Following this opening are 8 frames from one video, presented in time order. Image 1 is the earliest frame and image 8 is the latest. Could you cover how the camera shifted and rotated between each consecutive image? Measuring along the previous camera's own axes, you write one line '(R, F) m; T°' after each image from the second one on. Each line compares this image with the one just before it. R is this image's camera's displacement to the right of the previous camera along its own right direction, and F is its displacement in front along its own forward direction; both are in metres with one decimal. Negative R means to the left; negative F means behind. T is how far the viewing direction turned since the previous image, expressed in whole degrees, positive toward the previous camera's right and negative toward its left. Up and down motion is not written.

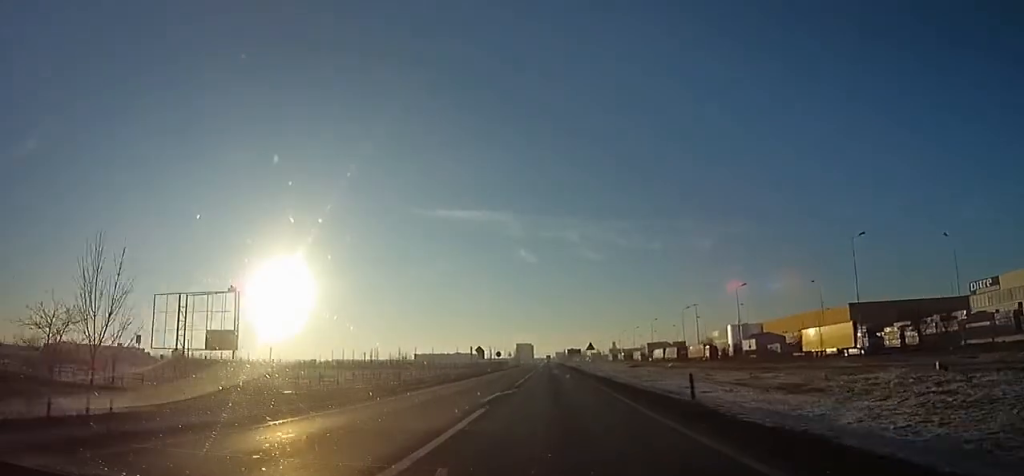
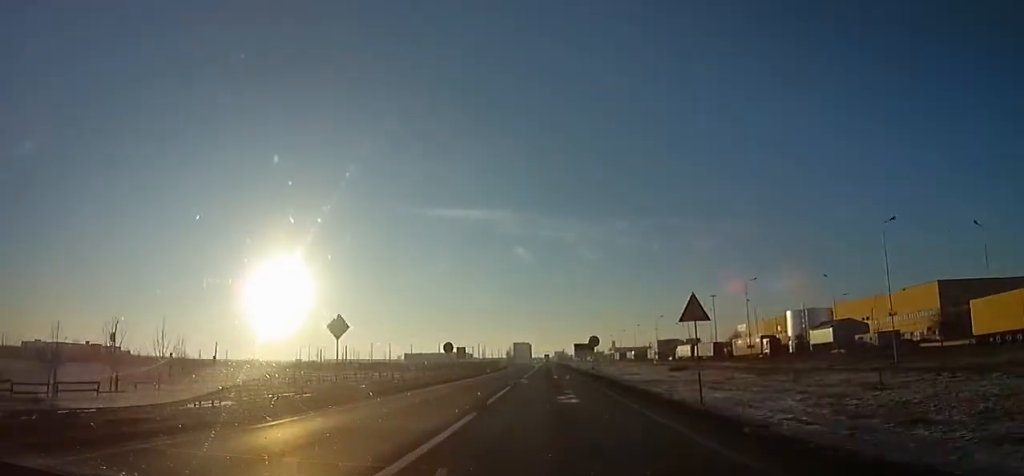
(+0.4, +34.7) m; +1°
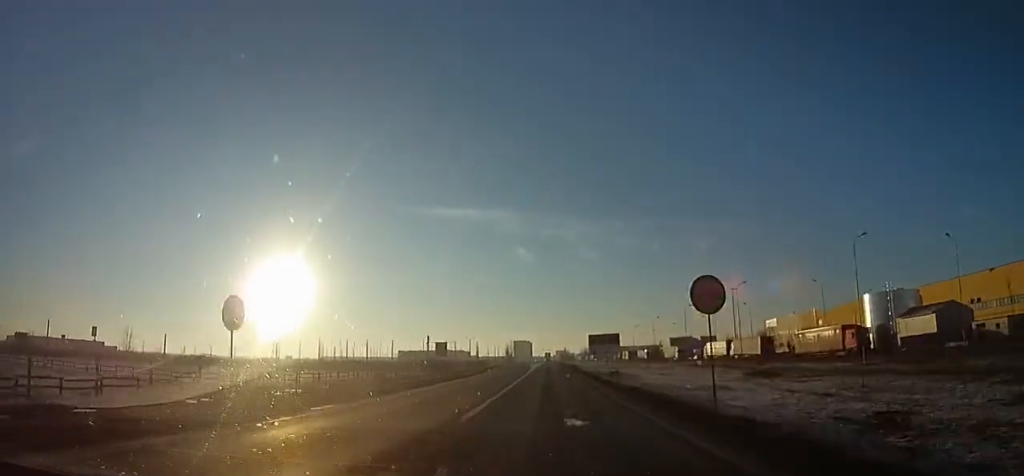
(-0.1, +17.4) m; 0°
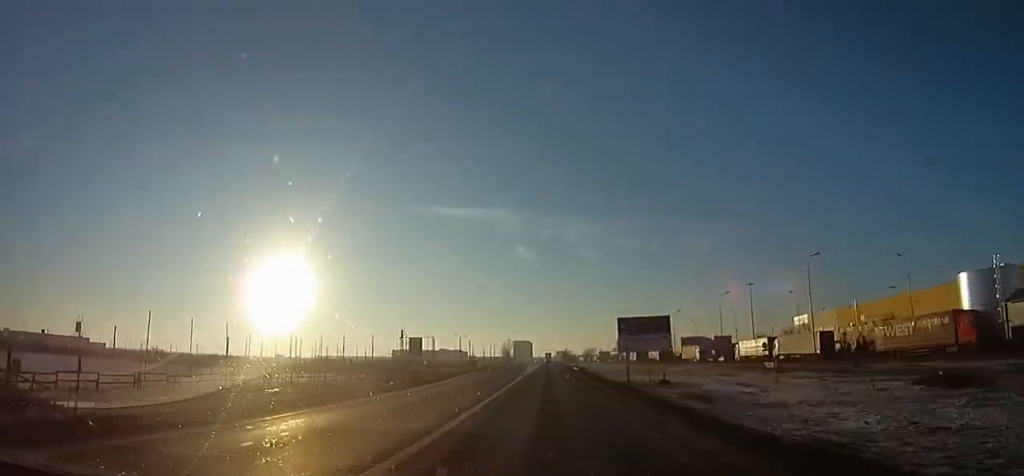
(+0.1, +14.6) m; 0°
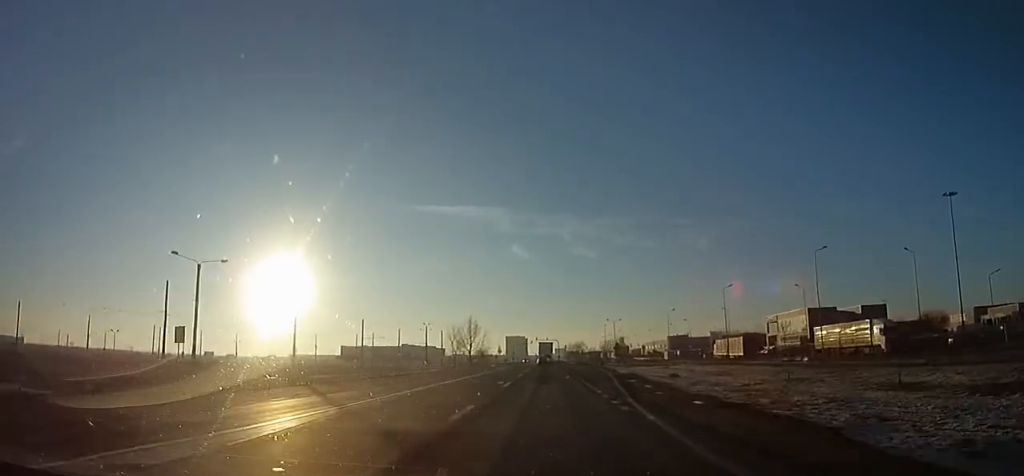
(-2.2, +114.4) m; -1°
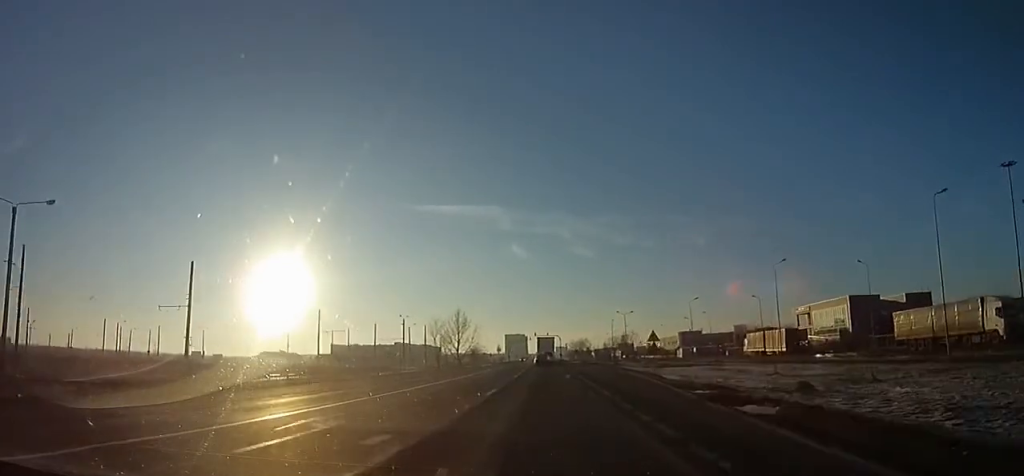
(+0.3, +18.8) m; 0°
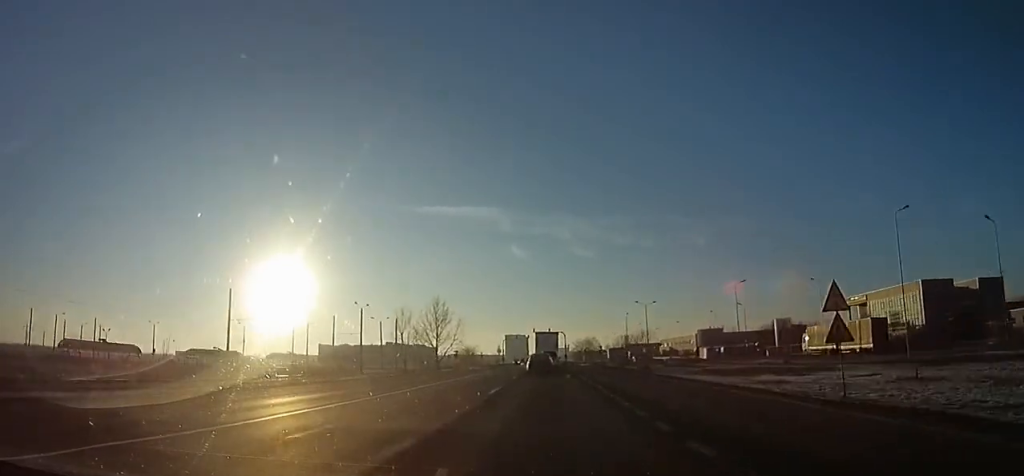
(-0.1, +23.7) m; 0°
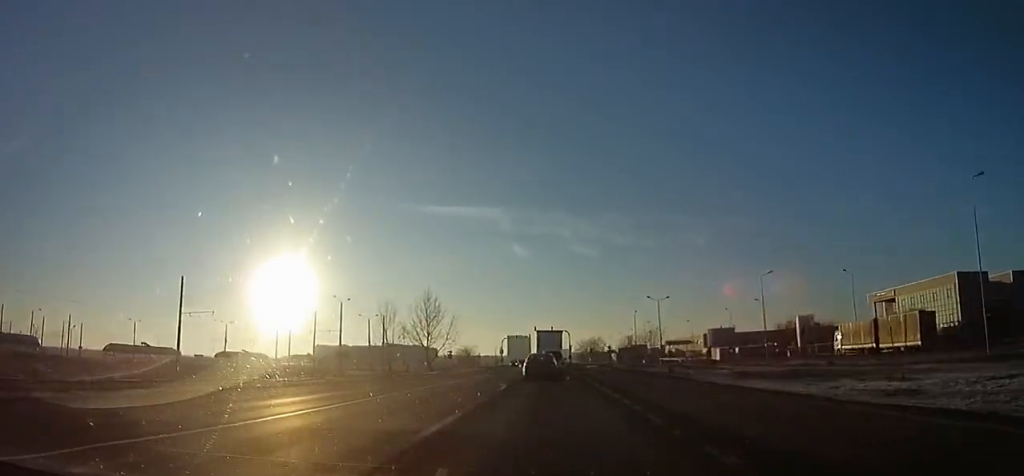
(-0.1, +9.4) m; 0°
